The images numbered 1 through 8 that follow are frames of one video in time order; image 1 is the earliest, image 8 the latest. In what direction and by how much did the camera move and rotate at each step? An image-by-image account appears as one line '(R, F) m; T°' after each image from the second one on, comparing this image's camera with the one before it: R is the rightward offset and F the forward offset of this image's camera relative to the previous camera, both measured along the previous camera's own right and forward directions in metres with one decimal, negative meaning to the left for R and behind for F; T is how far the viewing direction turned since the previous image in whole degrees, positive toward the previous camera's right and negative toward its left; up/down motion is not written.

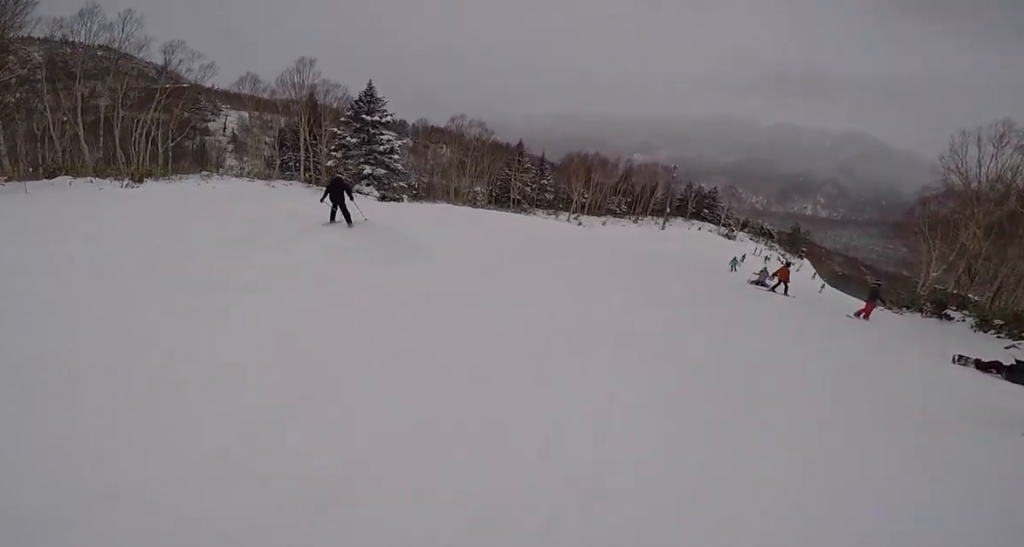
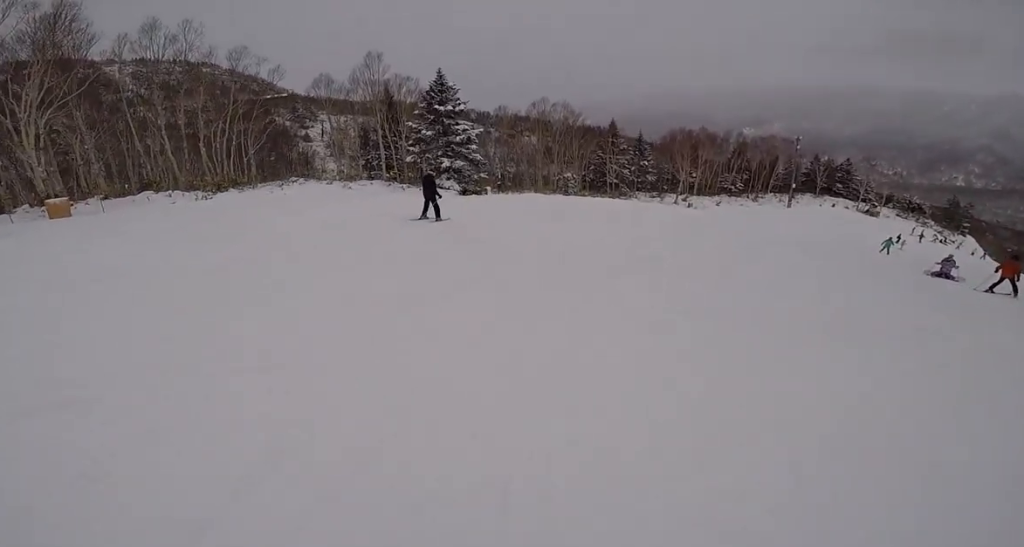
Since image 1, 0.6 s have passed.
(+0.5, +2.7) m; -19°
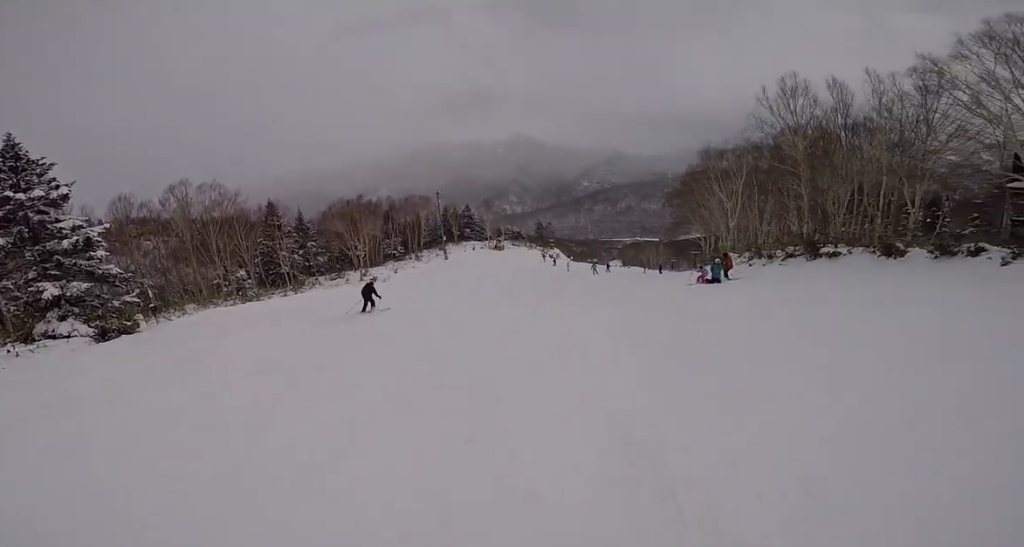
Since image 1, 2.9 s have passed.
(-1.6, +10.0) m; +13°
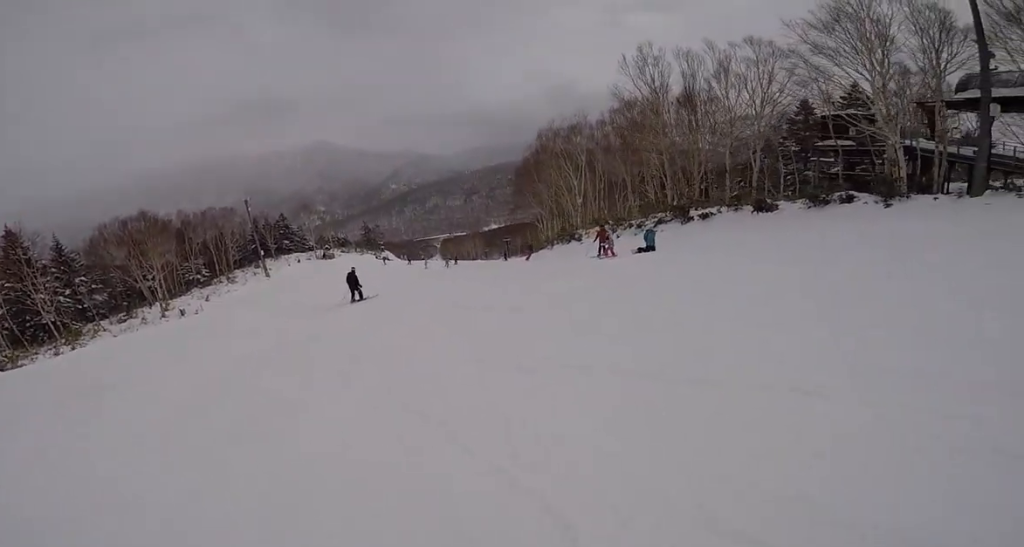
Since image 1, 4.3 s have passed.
(+1.1, +6.5) m; +32°
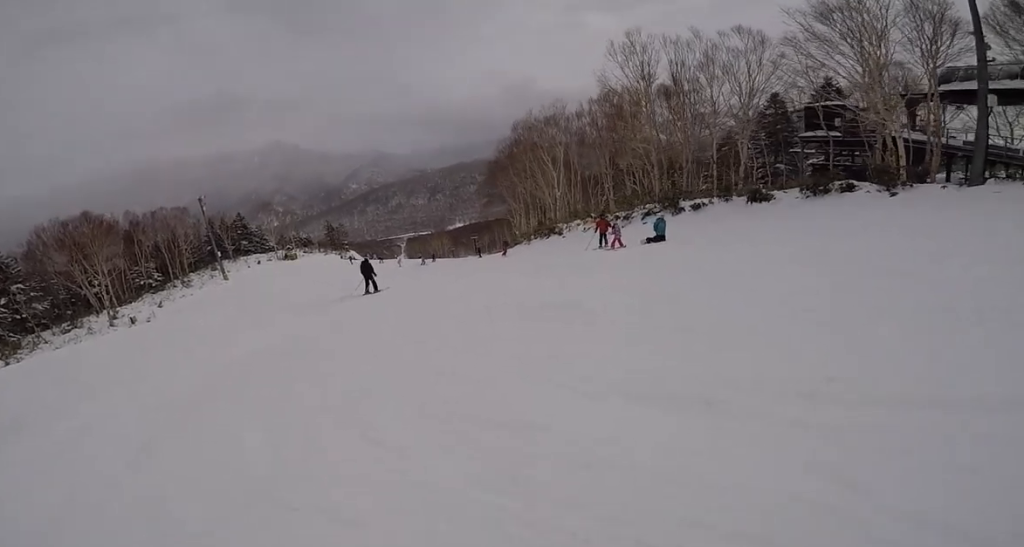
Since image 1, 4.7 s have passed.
(+0.2, +2.1) m; +12°
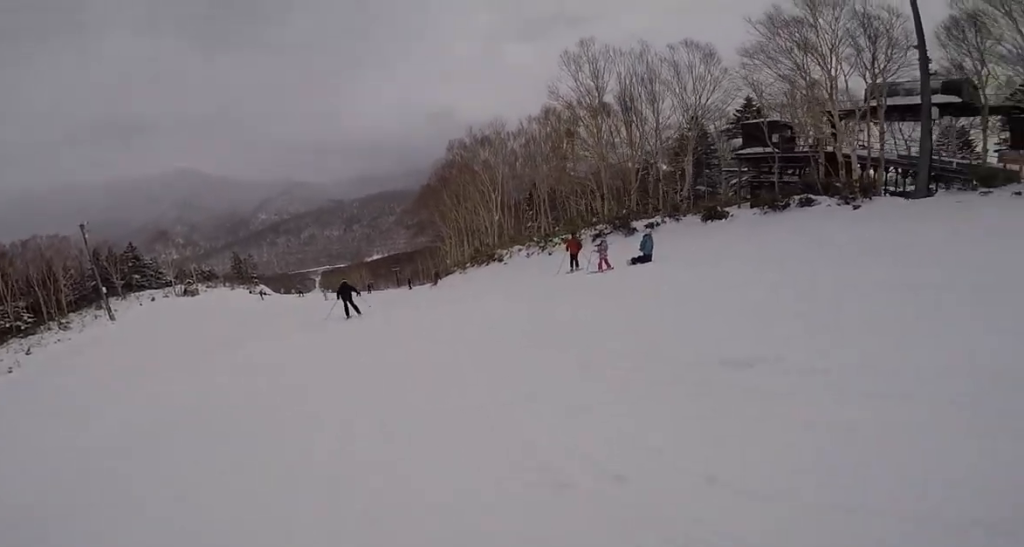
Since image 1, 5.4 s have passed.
(+0.7, +3.4) m; +15°
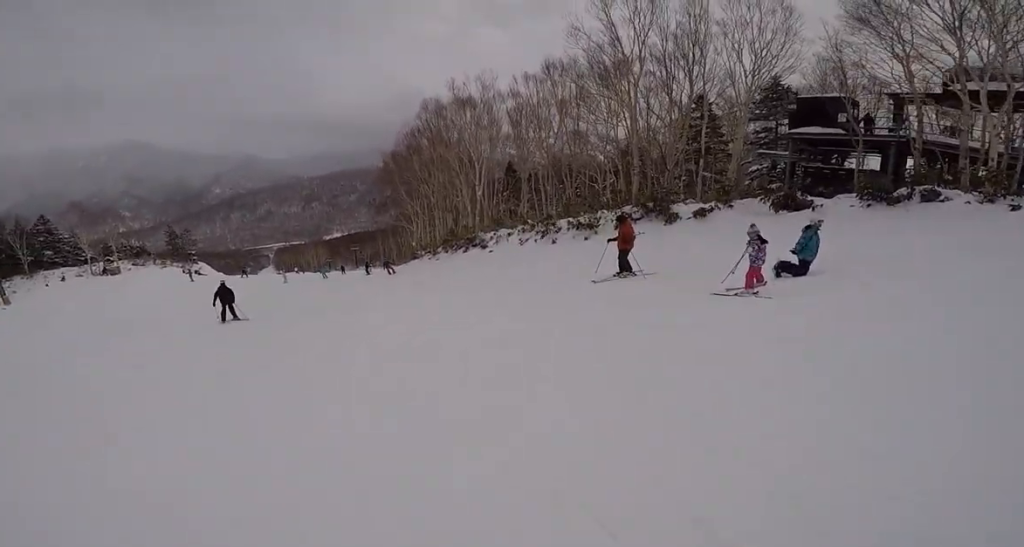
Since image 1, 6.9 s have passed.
(+0.9, +7.8) m; +1°
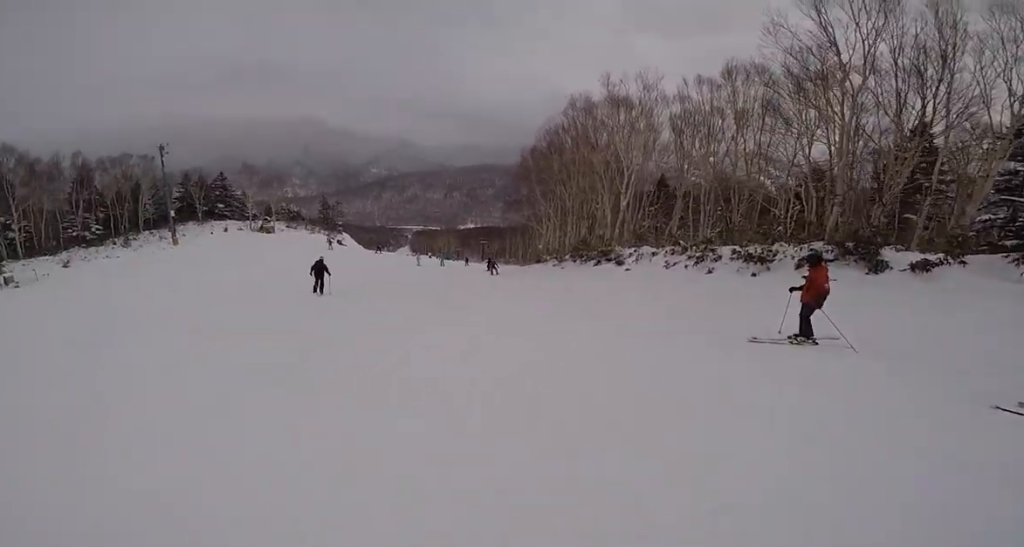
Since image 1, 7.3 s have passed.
(-0.2, +2.6) m; -4°
